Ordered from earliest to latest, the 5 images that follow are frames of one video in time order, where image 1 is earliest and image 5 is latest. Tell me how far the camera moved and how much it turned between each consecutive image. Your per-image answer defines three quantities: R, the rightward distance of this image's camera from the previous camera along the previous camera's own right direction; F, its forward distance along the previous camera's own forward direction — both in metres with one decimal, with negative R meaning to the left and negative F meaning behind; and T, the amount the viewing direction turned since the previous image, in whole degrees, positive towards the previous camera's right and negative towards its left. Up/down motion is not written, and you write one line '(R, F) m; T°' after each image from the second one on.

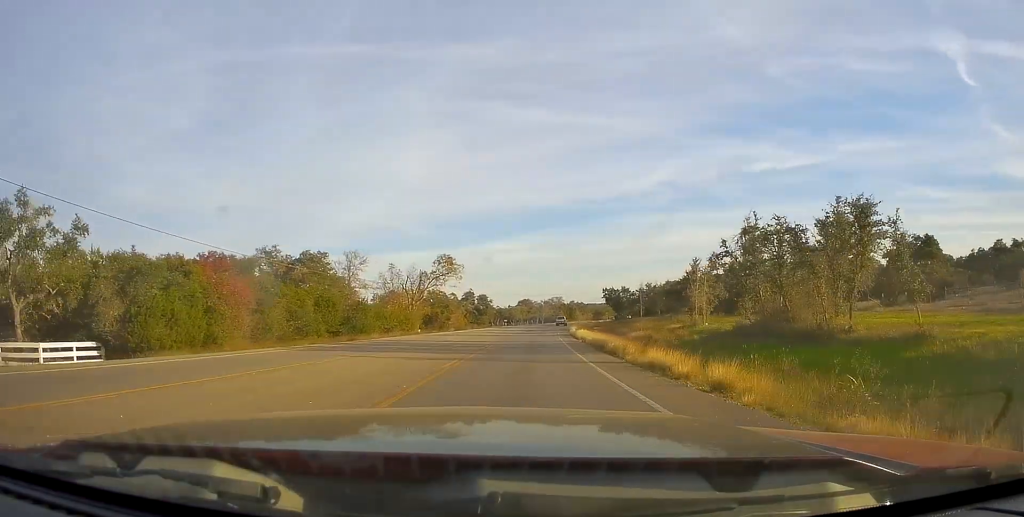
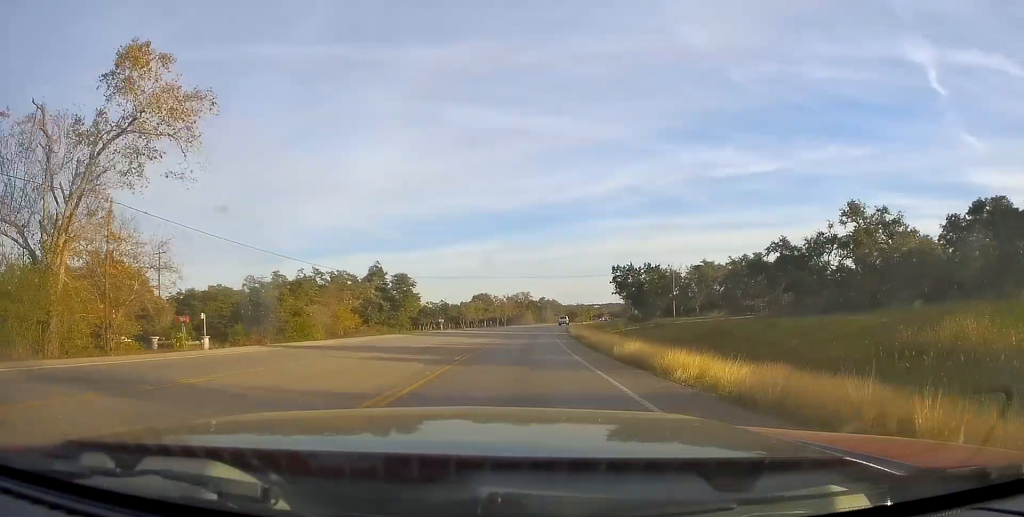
(-0.2, +54.9) m; +2°
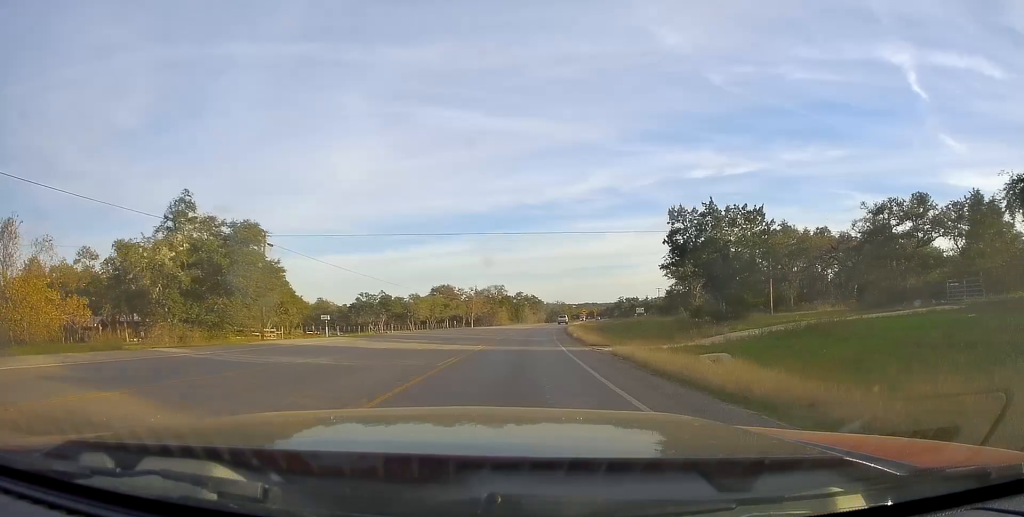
(+2.2, +37.1) m; +3°
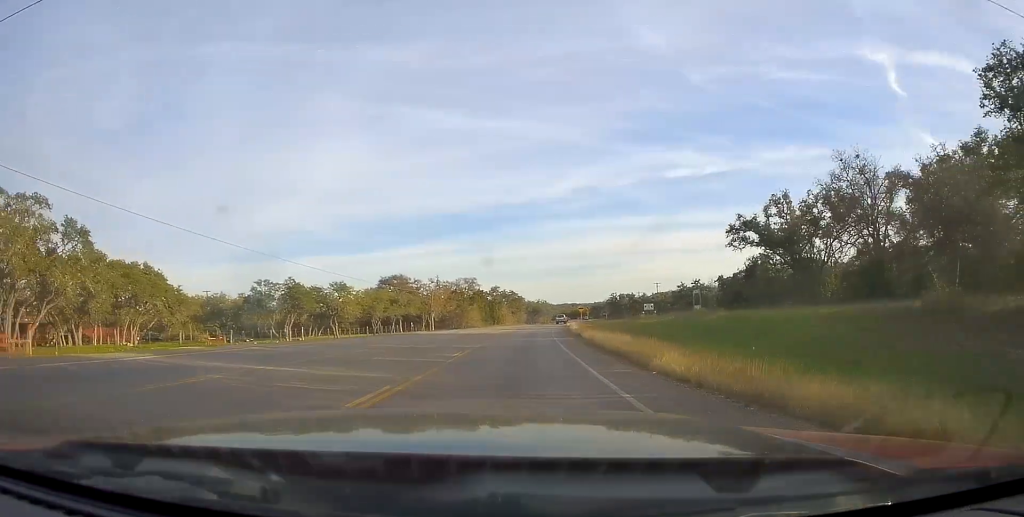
(-0.8, +31.7) m; 0°
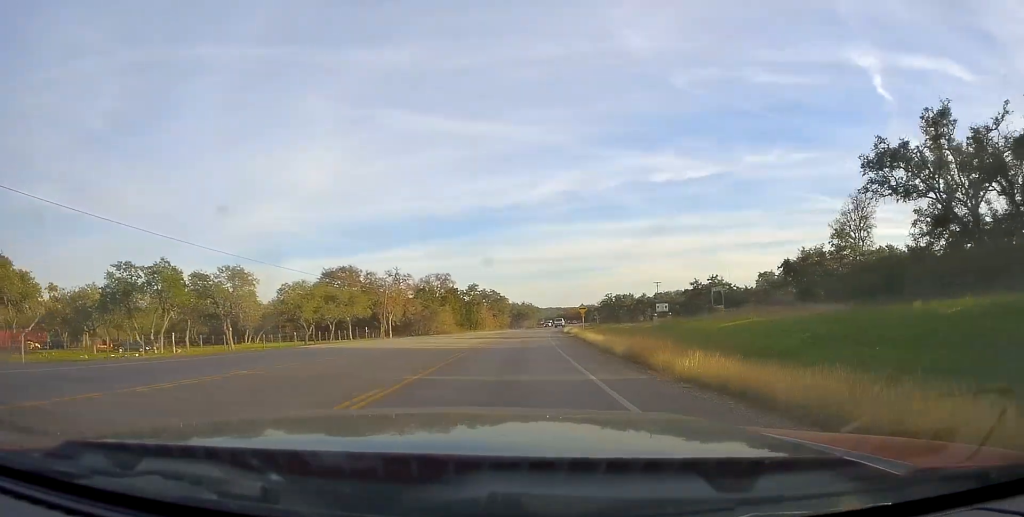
(+0.9, +22.8) m; +4°
